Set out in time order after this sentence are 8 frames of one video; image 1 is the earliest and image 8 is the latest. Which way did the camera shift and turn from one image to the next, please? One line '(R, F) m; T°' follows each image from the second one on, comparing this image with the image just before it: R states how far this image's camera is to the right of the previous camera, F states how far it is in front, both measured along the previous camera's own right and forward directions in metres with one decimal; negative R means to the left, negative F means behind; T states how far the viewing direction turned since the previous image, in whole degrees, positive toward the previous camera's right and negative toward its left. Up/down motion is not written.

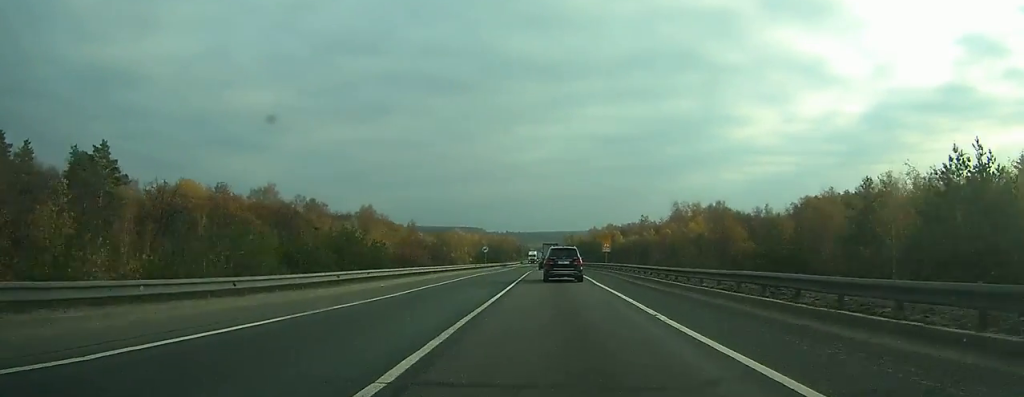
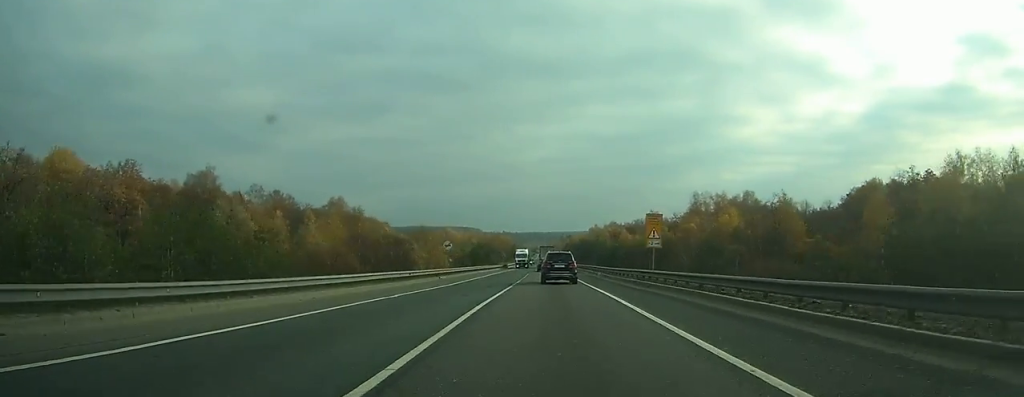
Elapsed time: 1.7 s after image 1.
(+0.1, +32.6) m; 0°
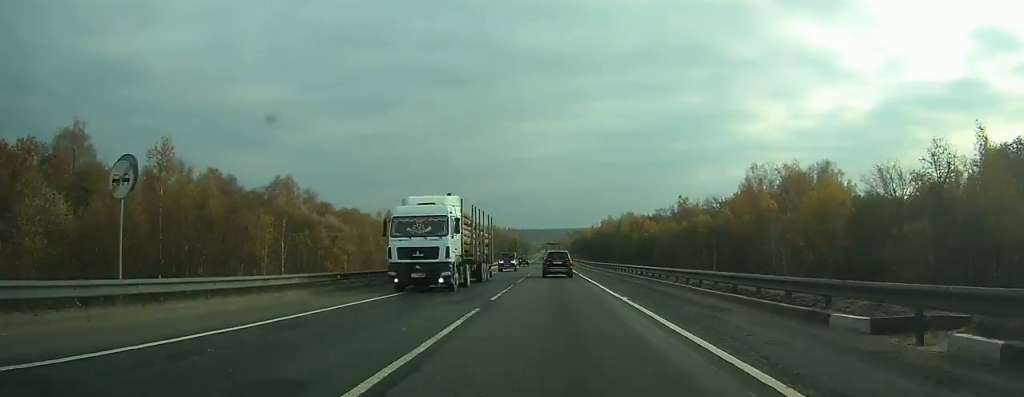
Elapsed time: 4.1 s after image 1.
(+0.4, +48.6) m; 0°
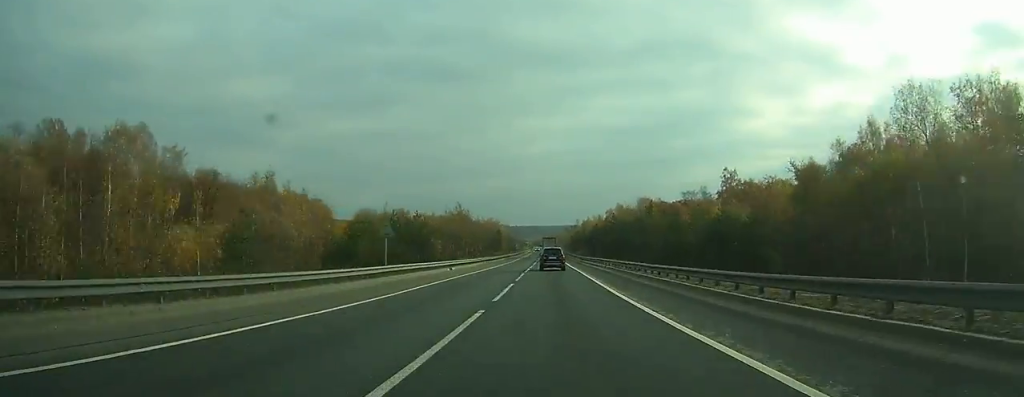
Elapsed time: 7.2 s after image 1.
(-0.3, +57.1) m; 0°
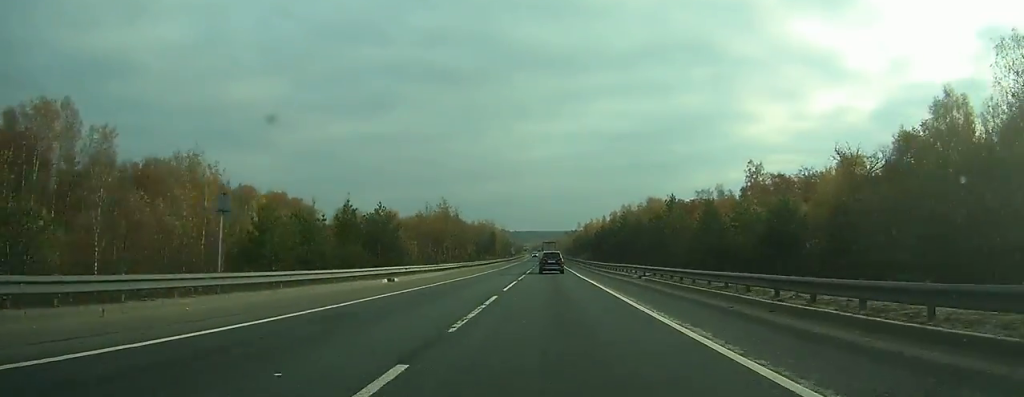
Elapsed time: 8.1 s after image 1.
(0.0, +17.6) m; 0°
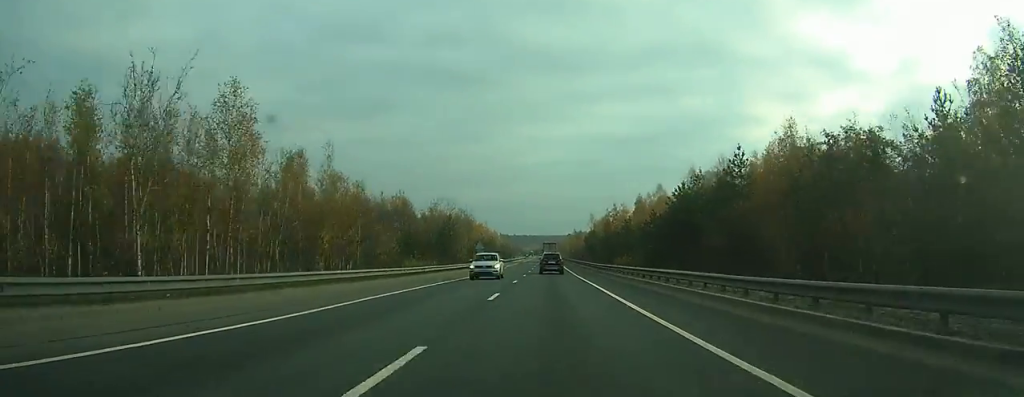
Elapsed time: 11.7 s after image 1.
(+0.2, +72.3) m; 0°
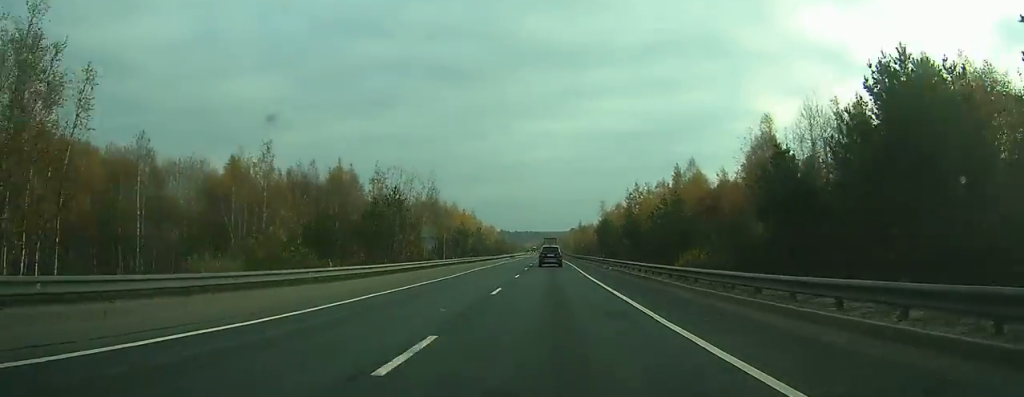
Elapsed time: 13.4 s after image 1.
(0.0, +35.2) m; 0°
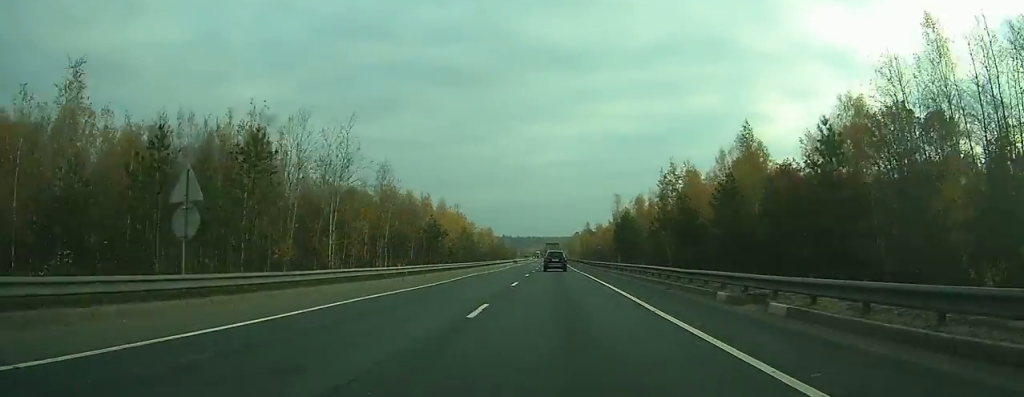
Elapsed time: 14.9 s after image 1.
(0.0, +31.8) m; 0°
